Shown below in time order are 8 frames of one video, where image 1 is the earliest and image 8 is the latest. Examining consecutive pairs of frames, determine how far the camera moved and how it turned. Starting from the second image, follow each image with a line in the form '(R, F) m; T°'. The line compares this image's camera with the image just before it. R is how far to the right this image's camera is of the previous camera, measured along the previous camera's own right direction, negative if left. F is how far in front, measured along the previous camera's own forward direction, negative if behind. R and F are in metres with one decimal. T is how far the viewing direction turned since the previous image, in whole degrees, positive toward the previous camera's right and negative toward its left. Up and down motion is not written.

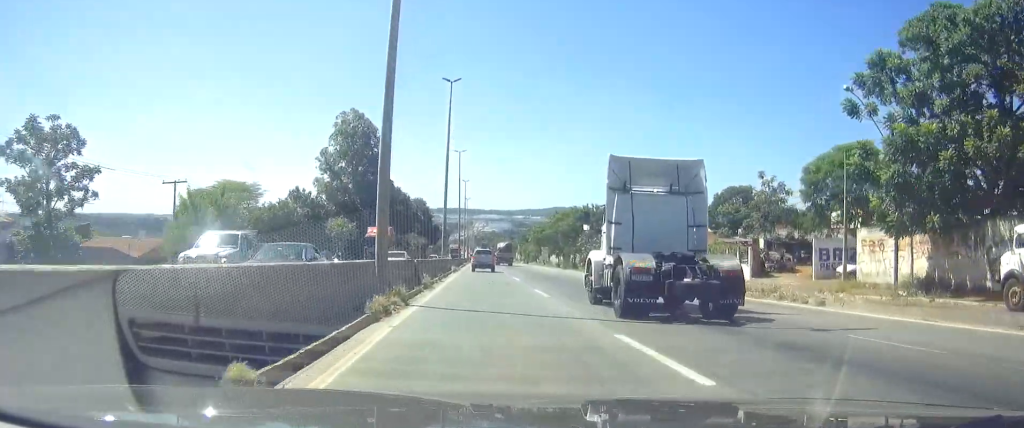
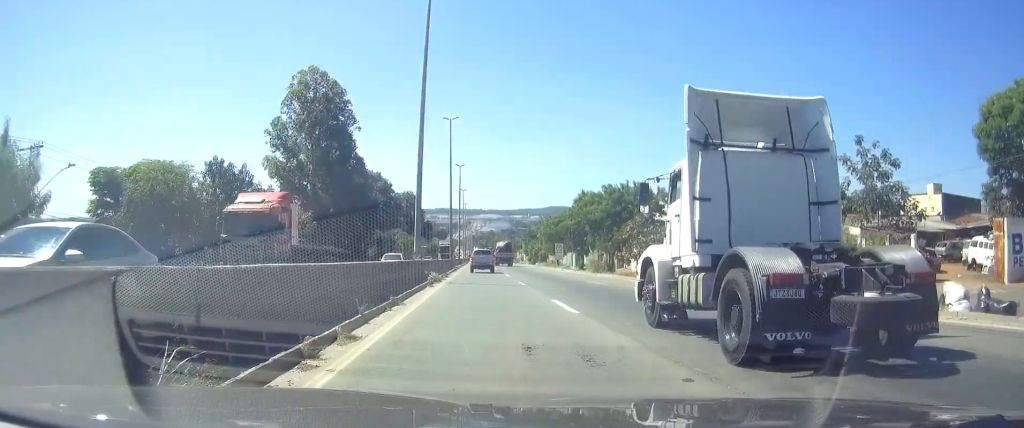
(0.0, +20.4) m; 0°
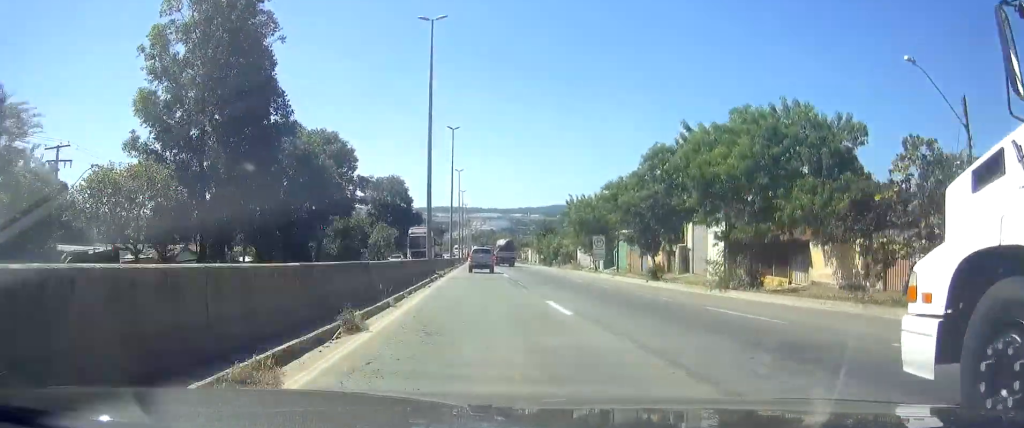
(0.0, +28.5) m; 0°
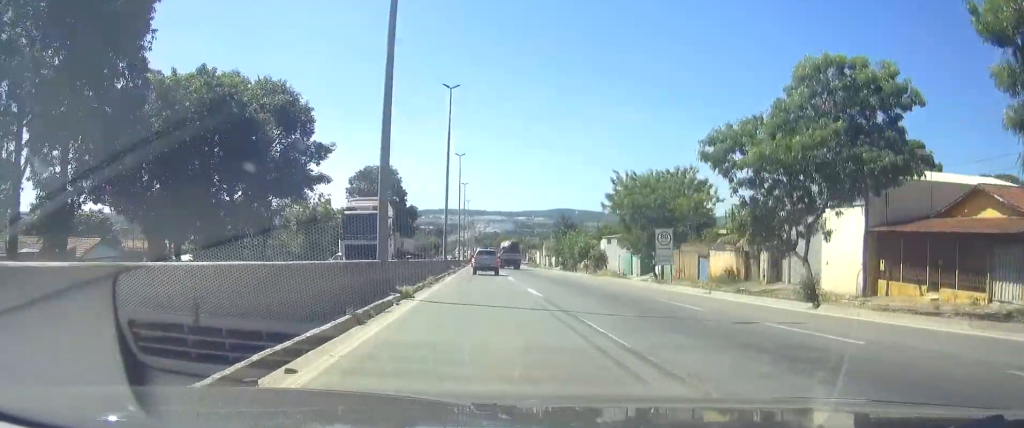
(+0.1, +19.6) m; 0°
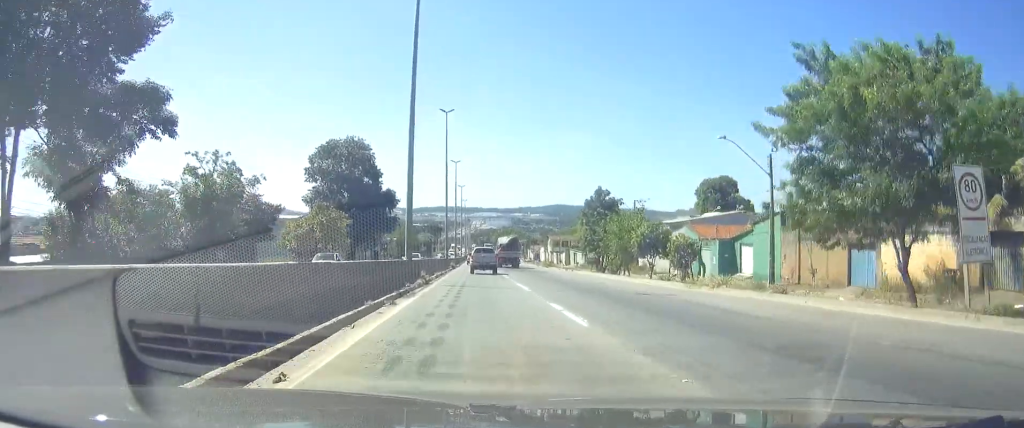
(0.0, +26.0) m; 0°
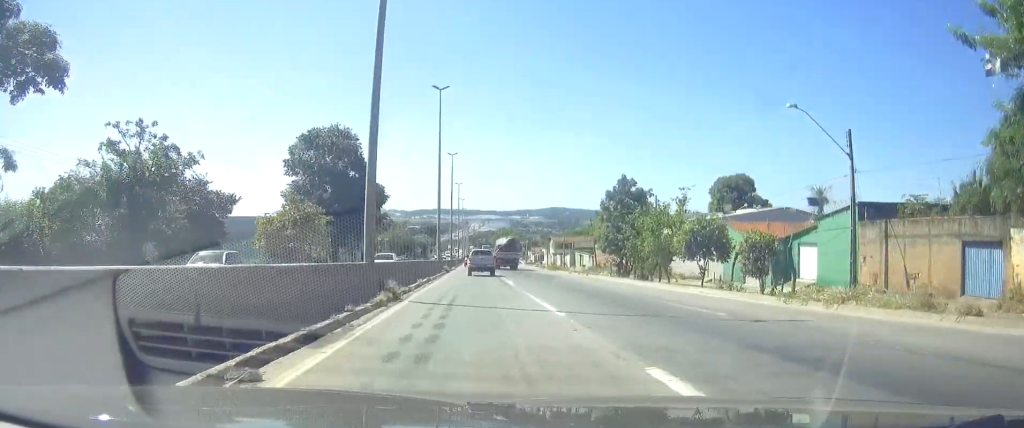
(0.0, +9.7) m; 0°
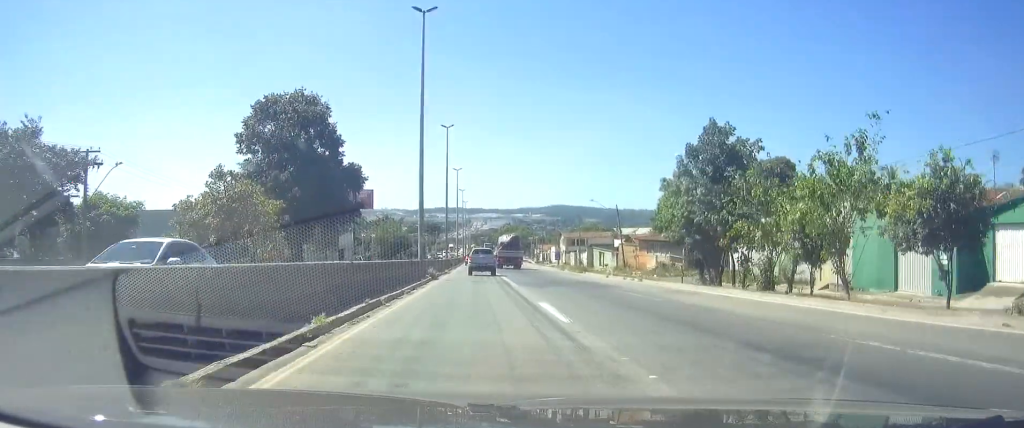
(0.0, +17.8) m; 0°
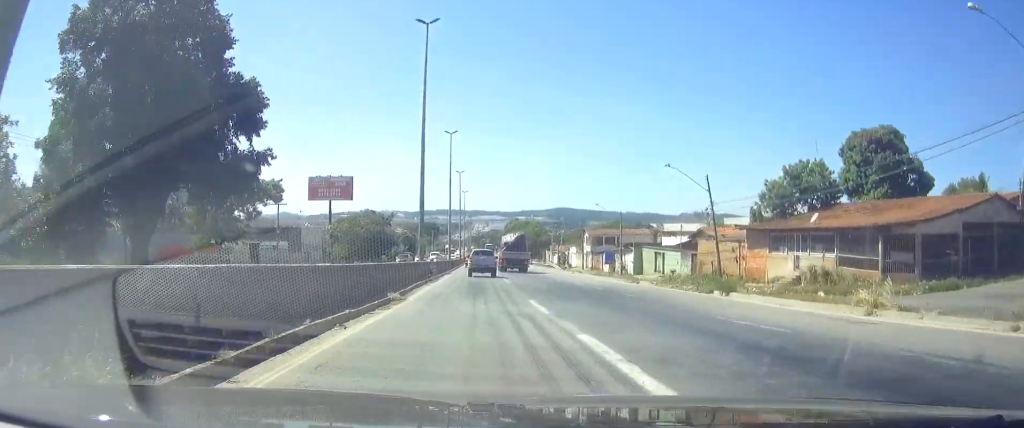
(+0.3, +32.9) m; 0°
